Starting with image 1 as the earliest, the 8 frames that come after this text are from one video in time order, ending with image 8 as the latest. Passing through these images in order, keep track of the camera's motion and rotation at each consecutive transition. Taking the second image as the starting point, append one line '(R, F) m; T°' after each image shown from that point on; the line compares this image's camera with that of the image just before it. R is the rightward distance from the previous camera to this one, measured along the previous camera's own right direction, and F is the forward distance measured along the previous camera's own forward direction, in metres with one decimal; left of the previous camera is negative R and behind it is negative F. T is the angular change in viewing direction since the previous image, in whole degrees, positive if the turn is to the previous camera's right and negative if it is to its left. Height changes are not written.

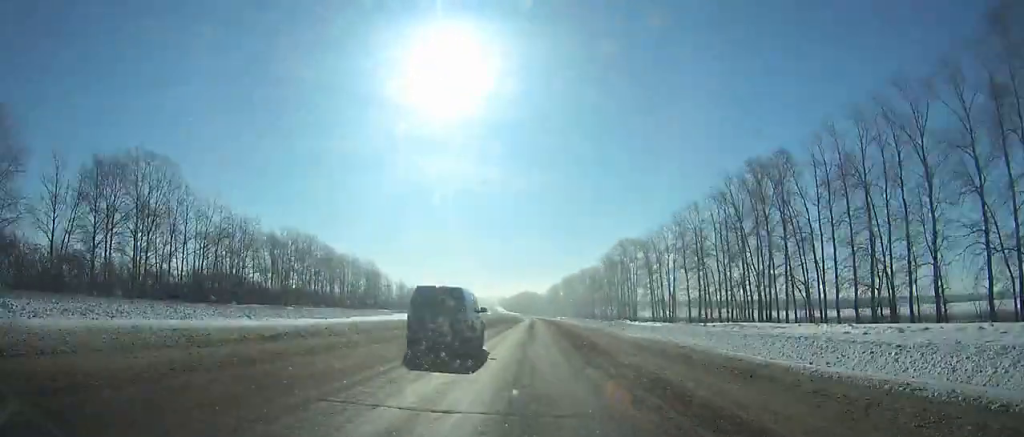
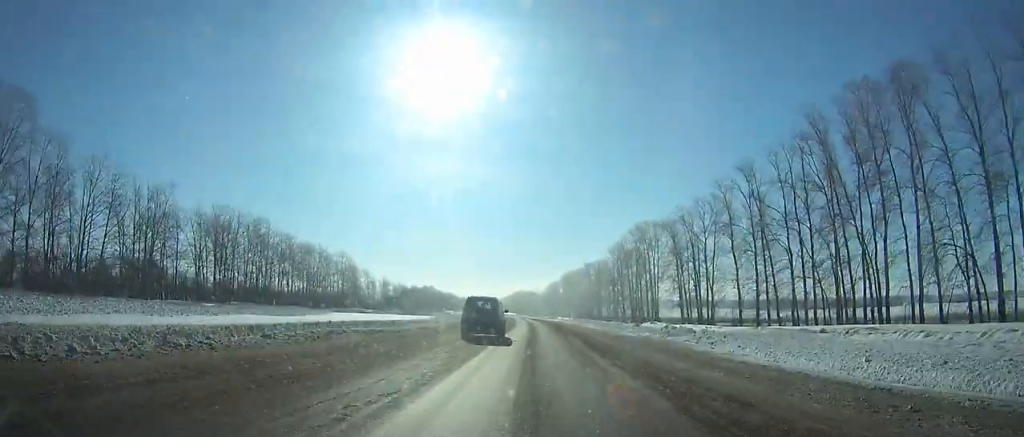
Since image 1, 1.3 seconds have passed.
(+0.1, +31.1) m; +1°
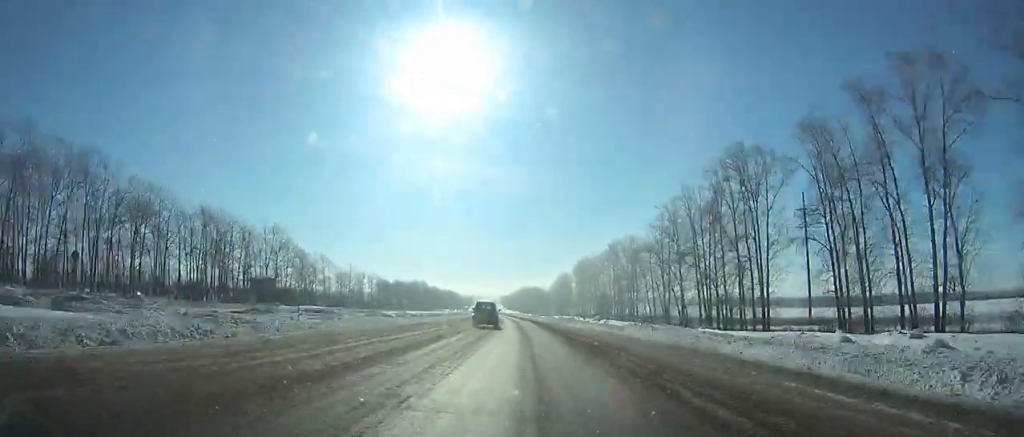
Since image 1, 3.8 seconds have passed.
(+0.5, +60.6) m; -1°
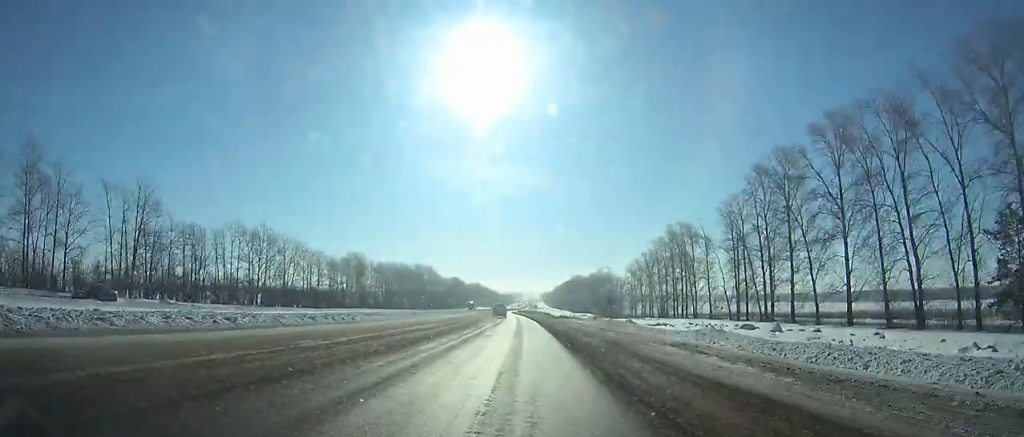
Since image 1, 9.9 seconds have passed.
(-5.1, +149.3) m; -4°
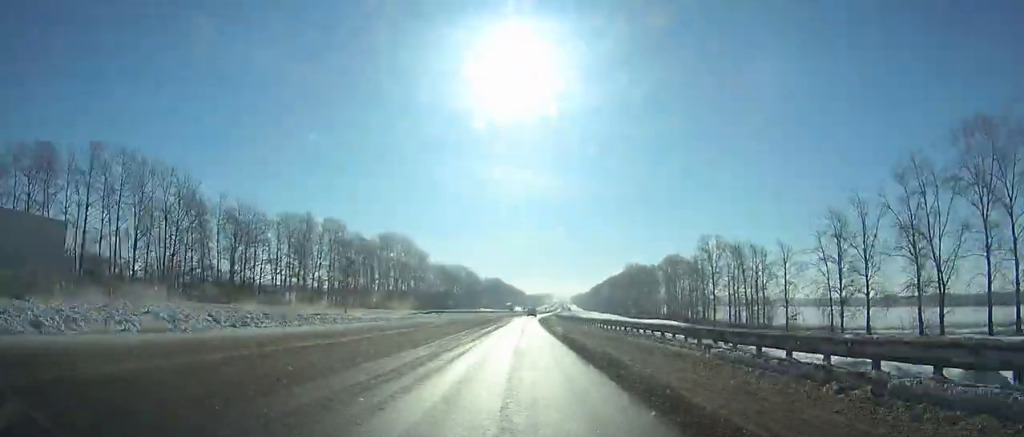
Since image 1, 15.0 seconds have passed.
(-3.7, +122.7) m; -2°
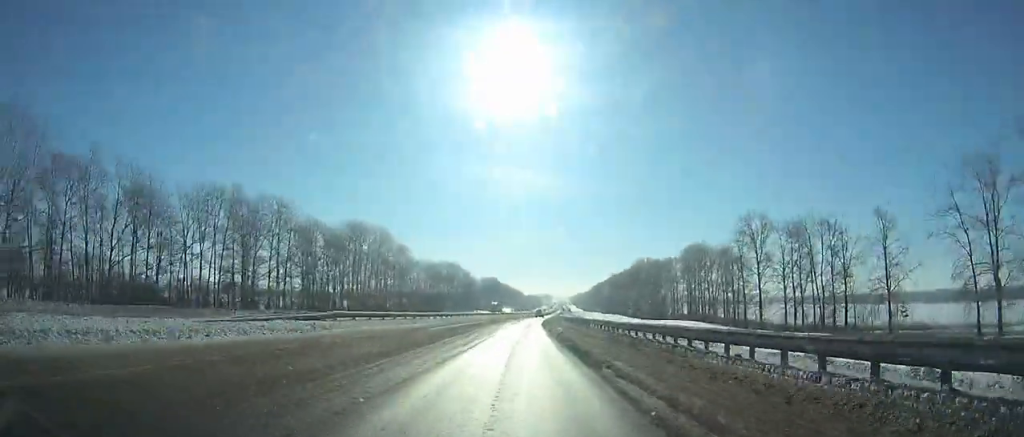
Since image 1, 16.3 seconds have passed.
(-0.4, +30.9) m; 0°
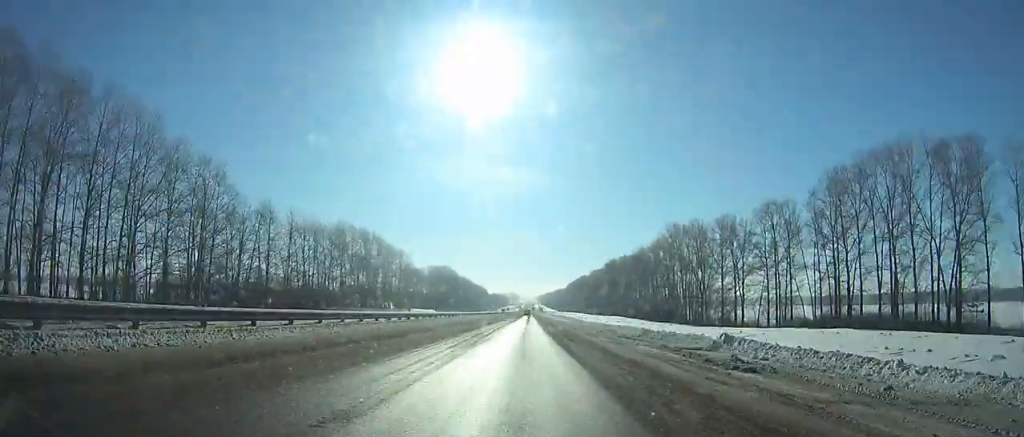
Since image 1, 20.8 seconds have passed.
(+2.5, +104.8) m; +2°
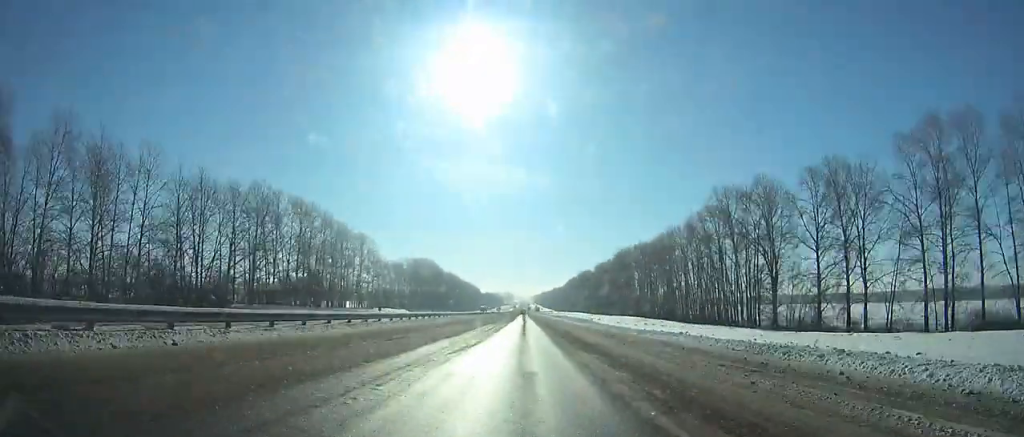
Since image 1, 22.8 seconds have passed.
(+0.4, +46.2) m; +1°
